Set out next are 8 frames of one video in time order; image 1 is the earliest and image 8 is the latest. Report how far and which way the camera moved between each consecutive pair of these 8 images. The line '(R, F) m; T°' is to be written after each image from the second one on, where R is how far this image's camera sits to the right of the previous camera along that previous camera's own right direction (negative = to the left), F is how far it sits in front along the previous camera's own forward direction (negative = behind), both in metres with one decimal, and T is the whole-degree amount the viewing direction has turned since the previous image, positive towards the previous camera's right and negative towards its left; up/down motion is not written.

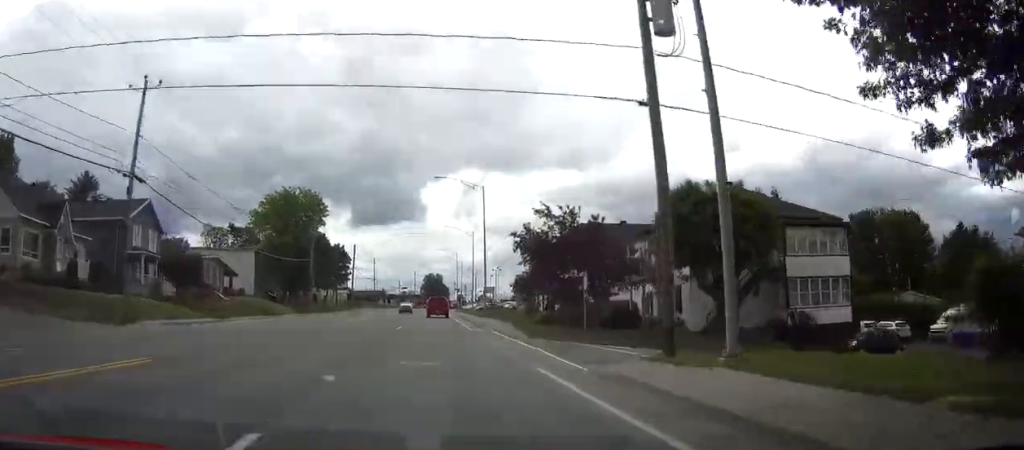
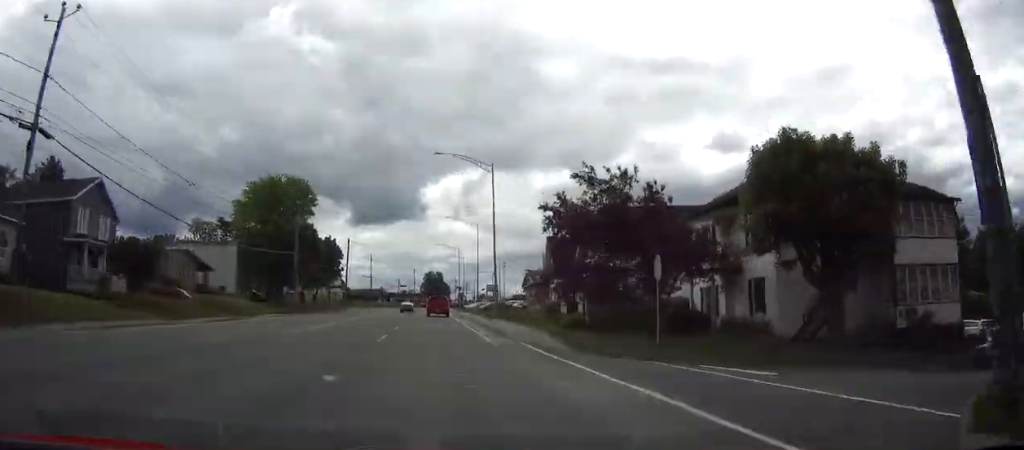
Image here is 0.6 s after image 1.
(0.0, +9.7) m; 0°
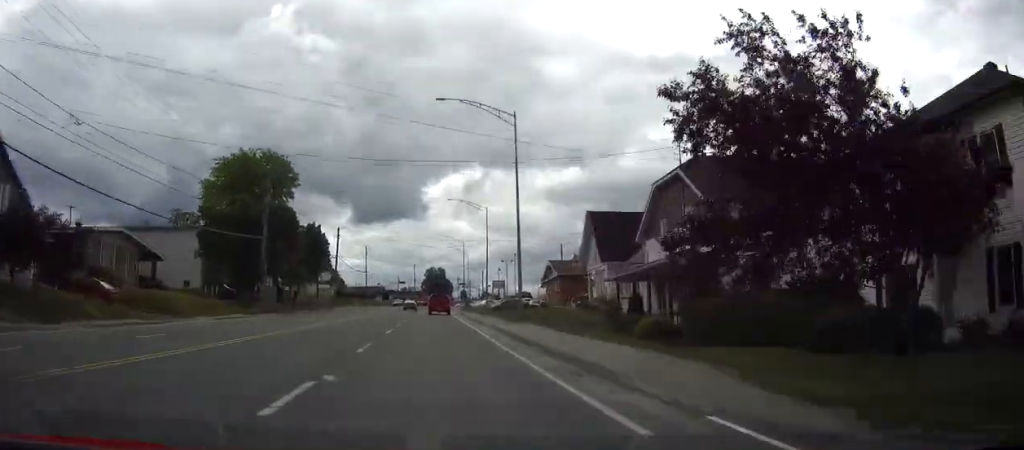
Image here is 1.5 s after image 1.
(-0.1, +14.5) m; 0°
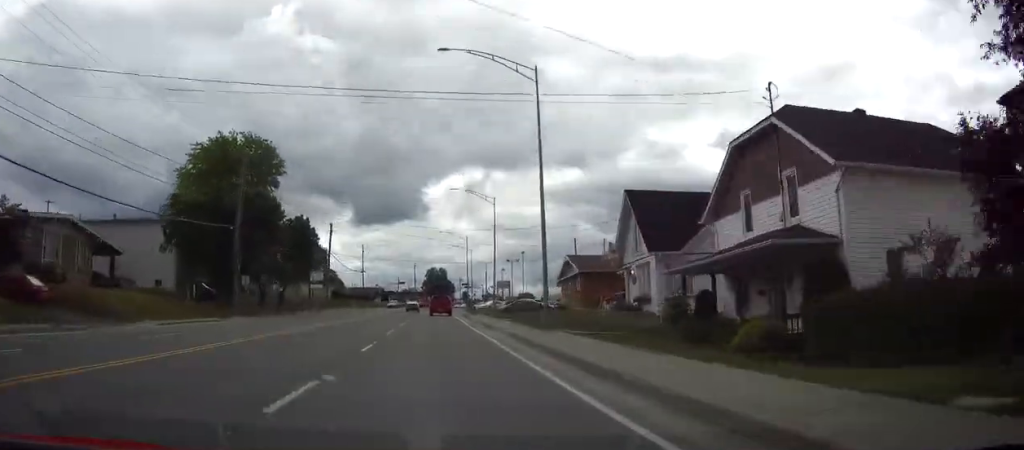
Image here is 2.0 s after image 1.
(0.0, +8.6) m; 0°
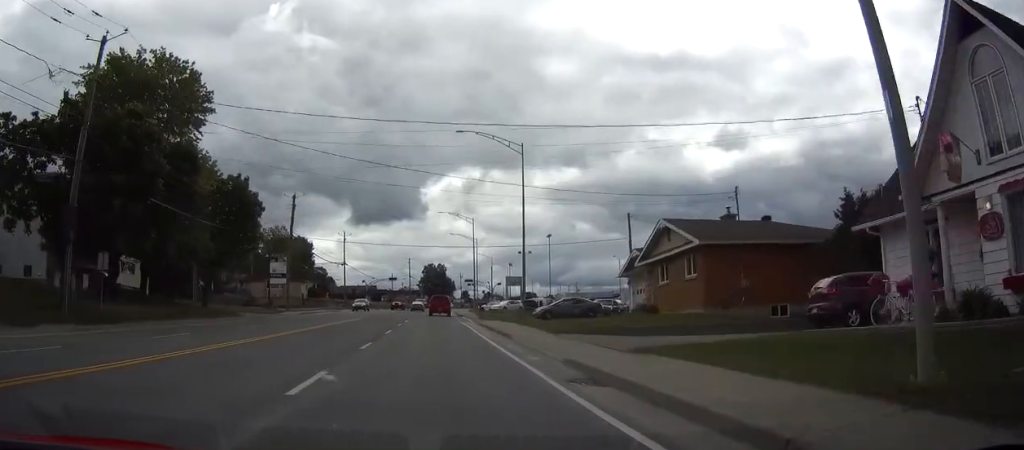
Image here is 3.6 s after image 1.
(+0.1, +24.9) m; +1°
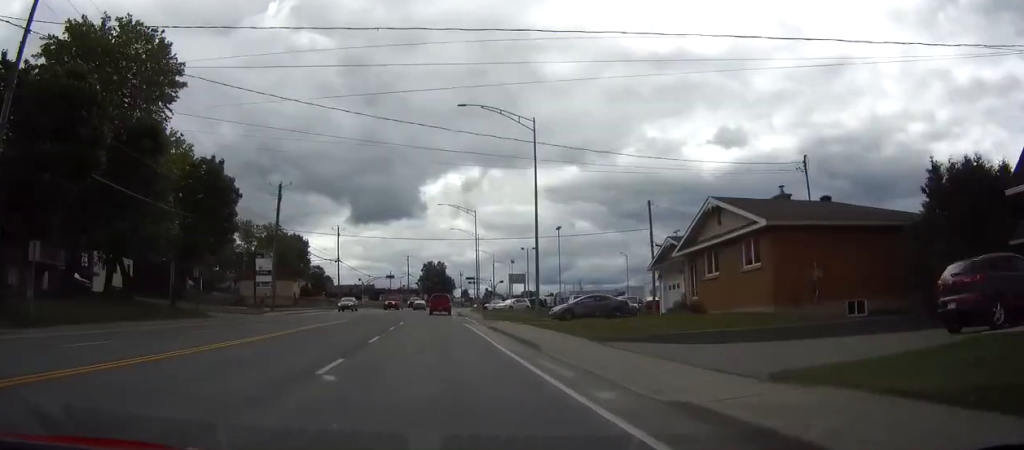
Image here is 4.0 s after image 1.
(+0.1, +6.3) m; 0°
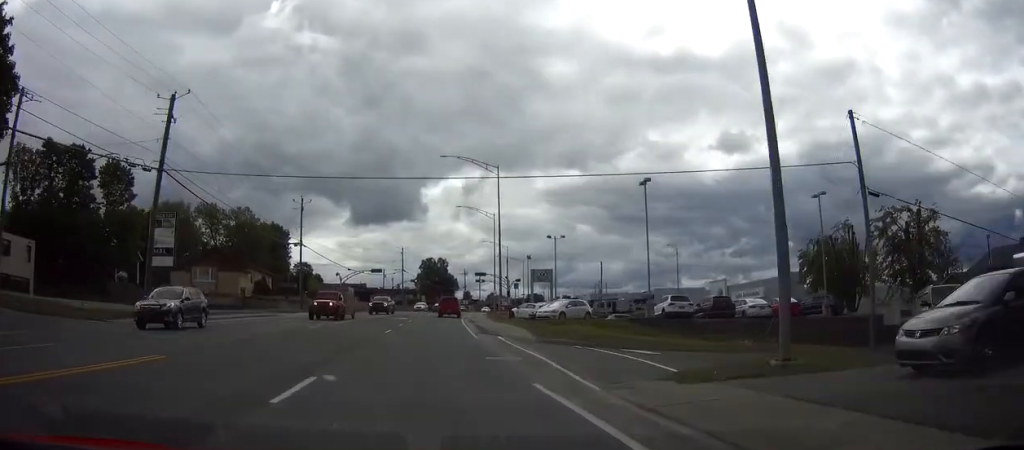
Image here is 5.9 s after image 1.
(-0.2, +29.5) m; 0°
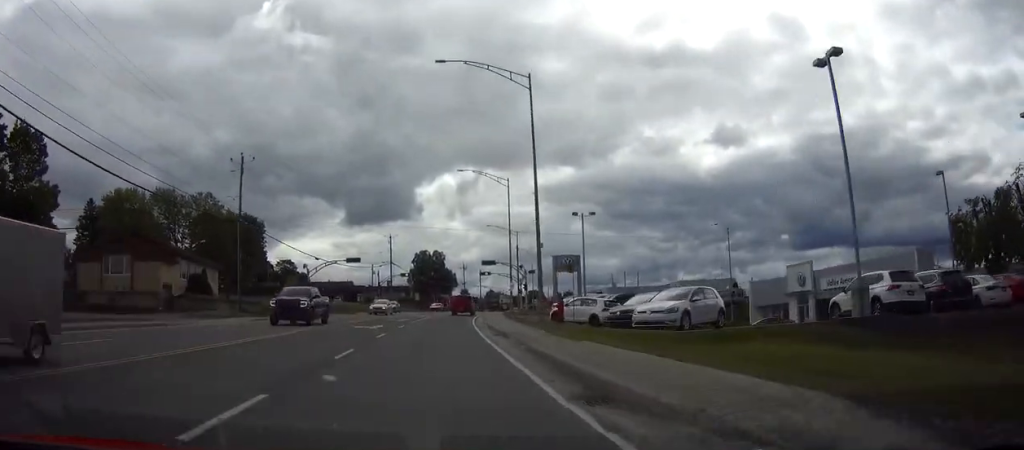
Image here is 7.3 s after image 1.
(+0.1, +22.1) m; +1°
